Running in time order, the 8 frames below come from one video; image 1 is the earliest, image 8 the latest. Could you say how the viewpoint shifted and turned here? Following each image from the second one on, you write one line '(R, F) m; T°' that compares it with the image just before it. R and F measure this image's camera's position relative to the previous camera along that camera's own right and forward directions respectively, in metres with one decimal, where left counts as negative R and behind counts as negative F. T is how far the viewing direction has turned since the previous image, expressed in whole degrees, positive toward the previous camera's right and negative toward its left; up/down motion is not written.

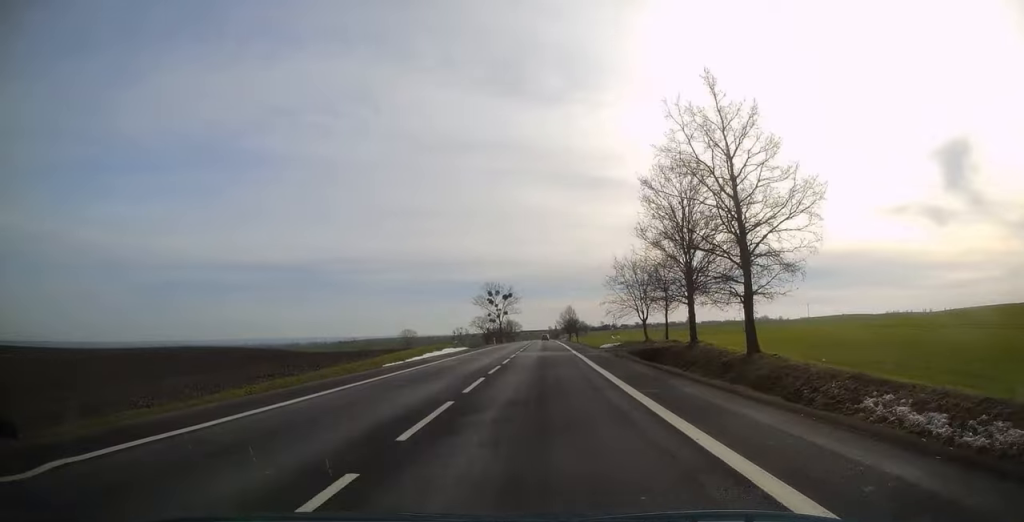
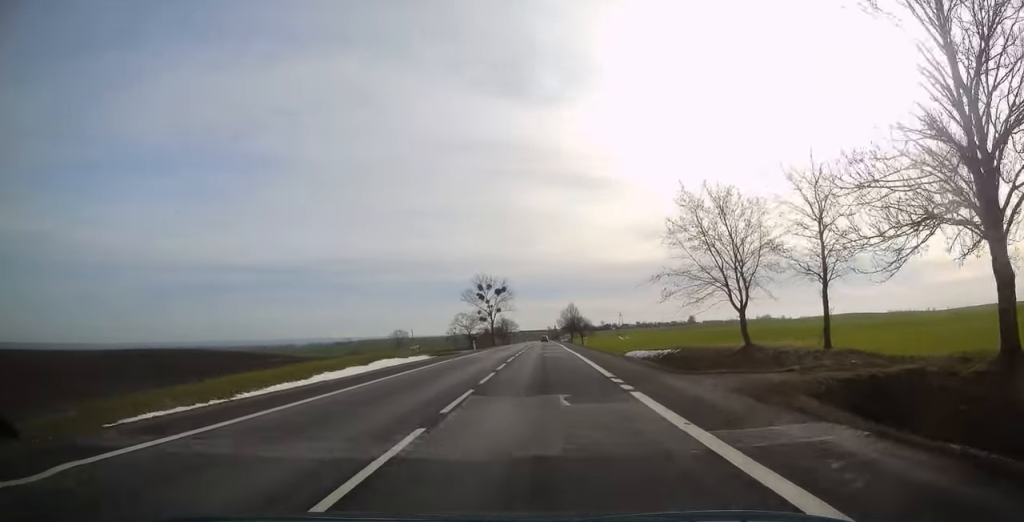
(-0.1, +26.7) m; 0°
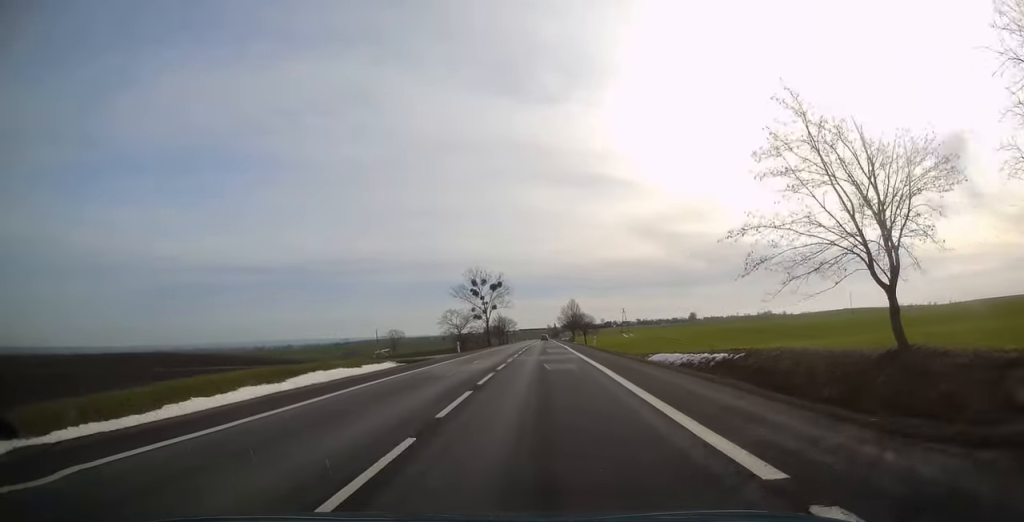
(0.0, +12.4) m; 0°
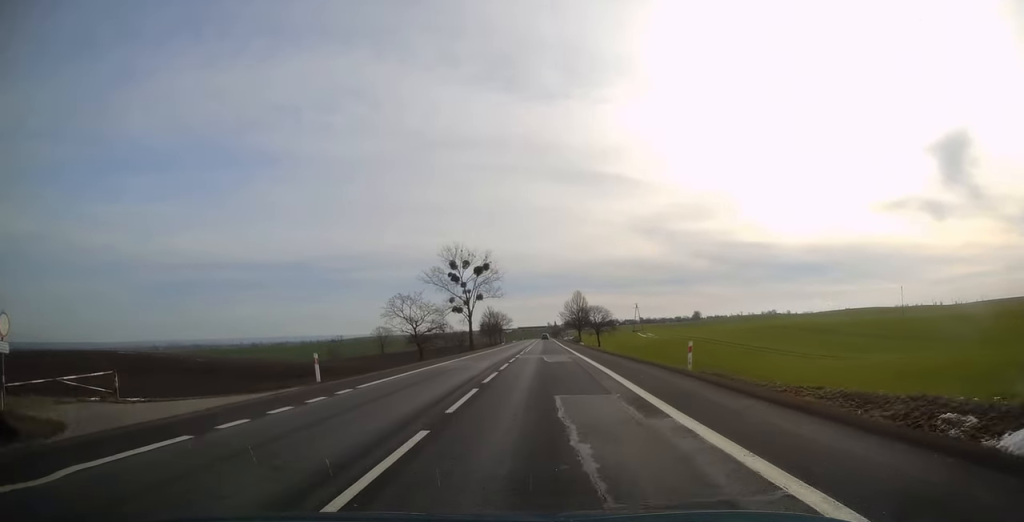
(+0.2, +35.1) m; 0°
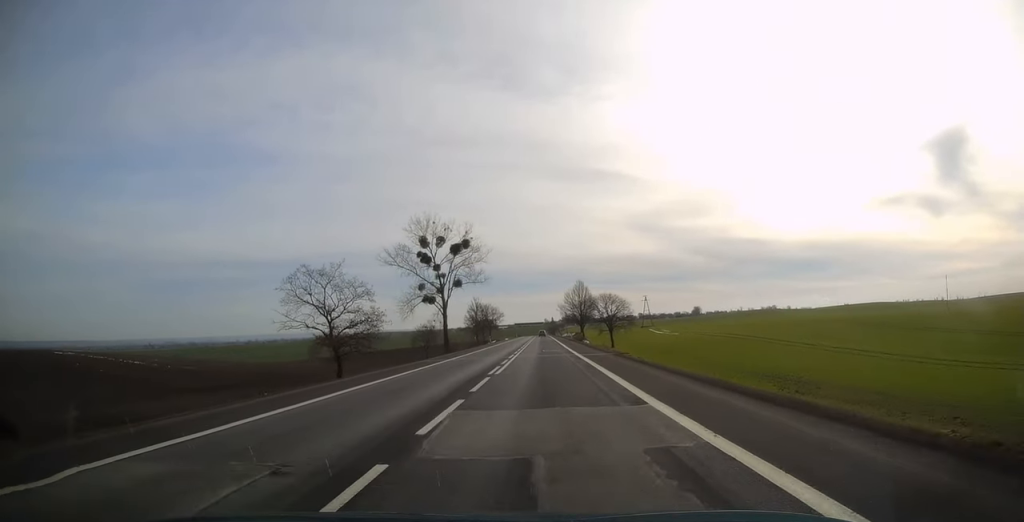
(+0.1, +26.0) m; 0°
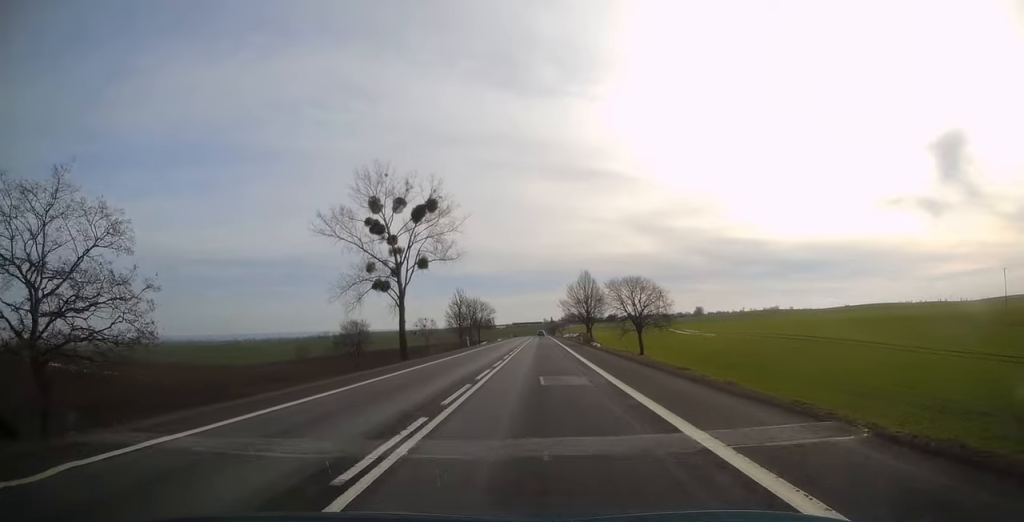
(-0.1, +26.2) m; 0°
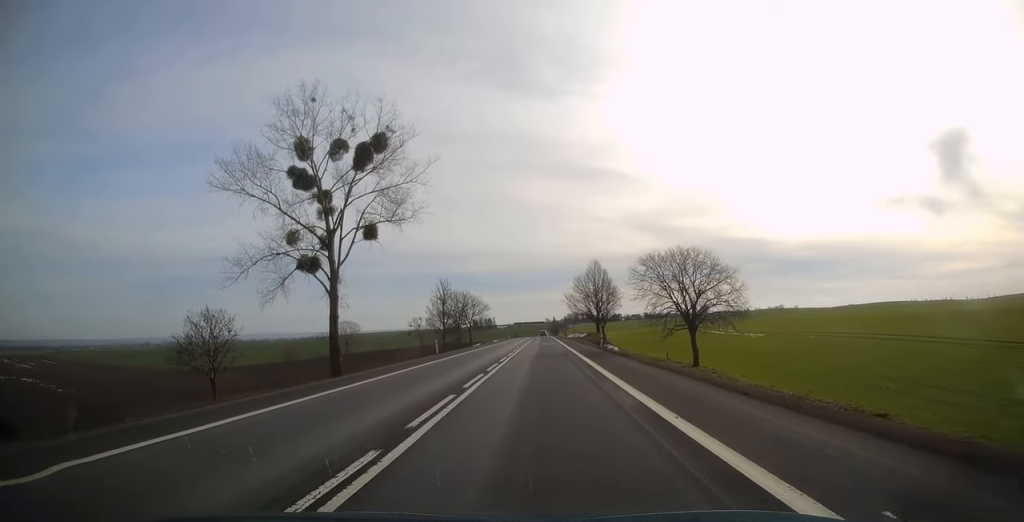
(0.0, +20.8) m; 0°
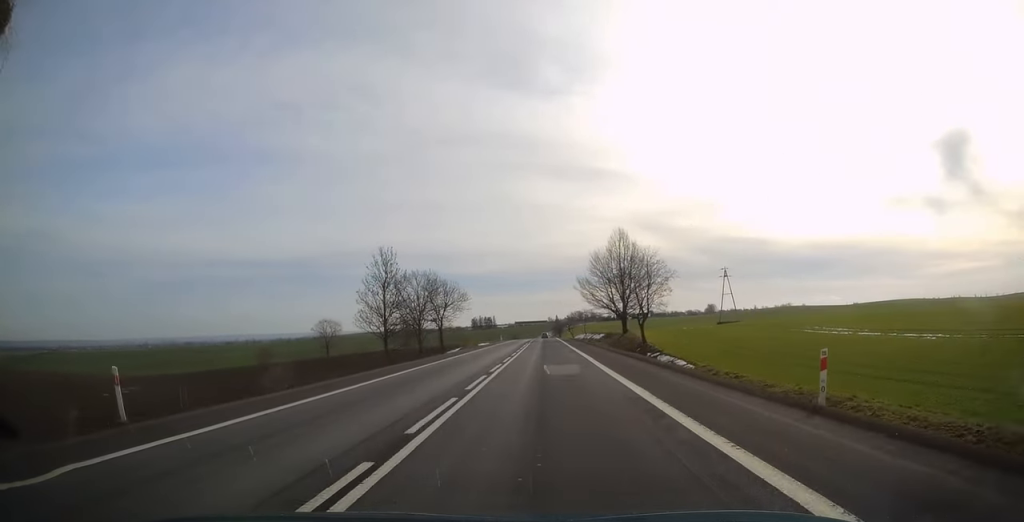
(+0.2, +36.4) m; 0°
